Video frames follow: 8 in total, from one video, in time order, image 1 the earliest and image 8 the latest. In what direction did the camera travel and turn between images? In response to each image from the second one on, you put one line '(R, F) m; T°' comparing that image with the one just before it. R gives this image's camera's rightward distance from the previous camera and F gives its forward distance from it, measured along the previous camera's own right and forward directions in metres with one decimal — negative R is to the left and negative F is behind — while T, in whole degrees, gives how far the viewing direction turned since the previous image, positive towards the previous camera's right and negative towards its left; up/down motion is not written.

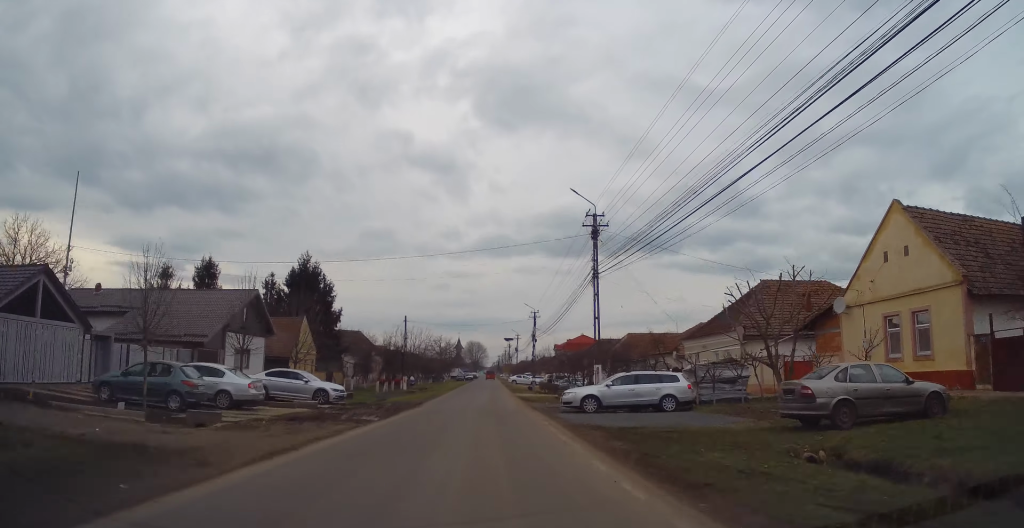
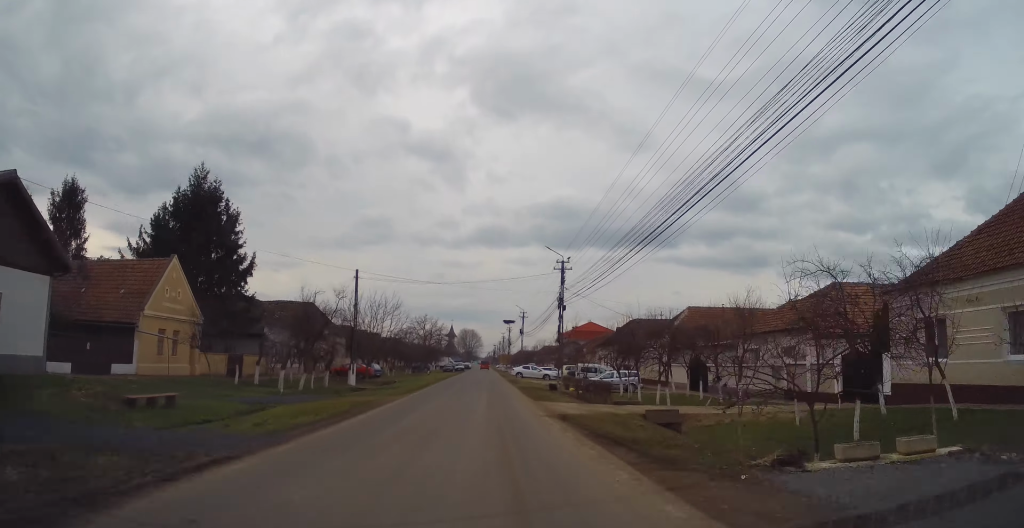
(0.0, +25.4) m; 0°
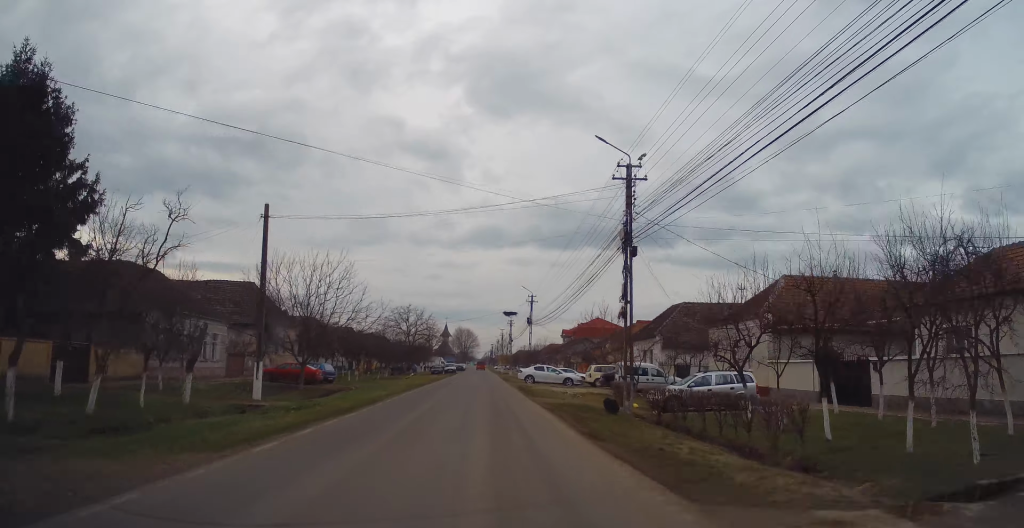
(-0.2, +18.6) m; 0°
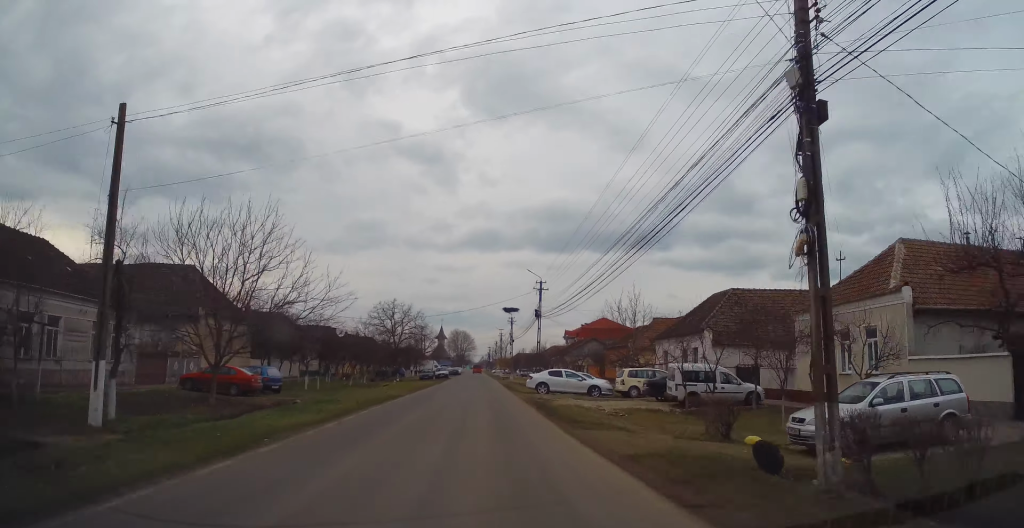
(-0.1, +11.6) m; 0°
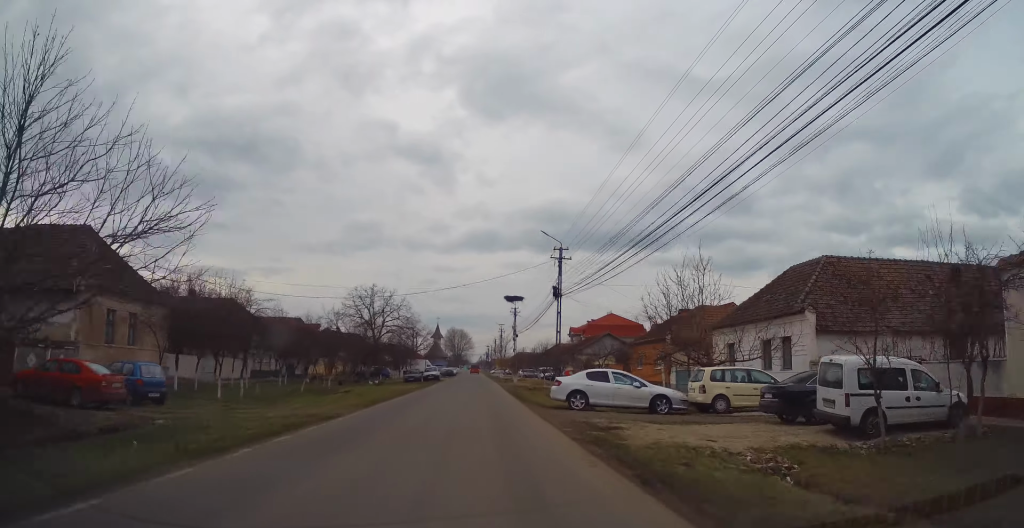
(+0.3, +12.9) m; +1°
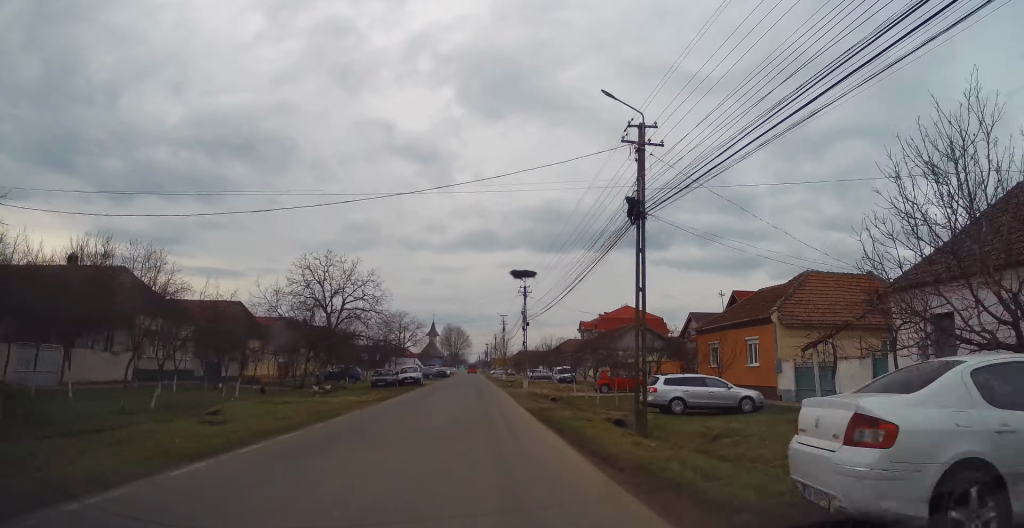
(0.0, +17.6) m; -1°
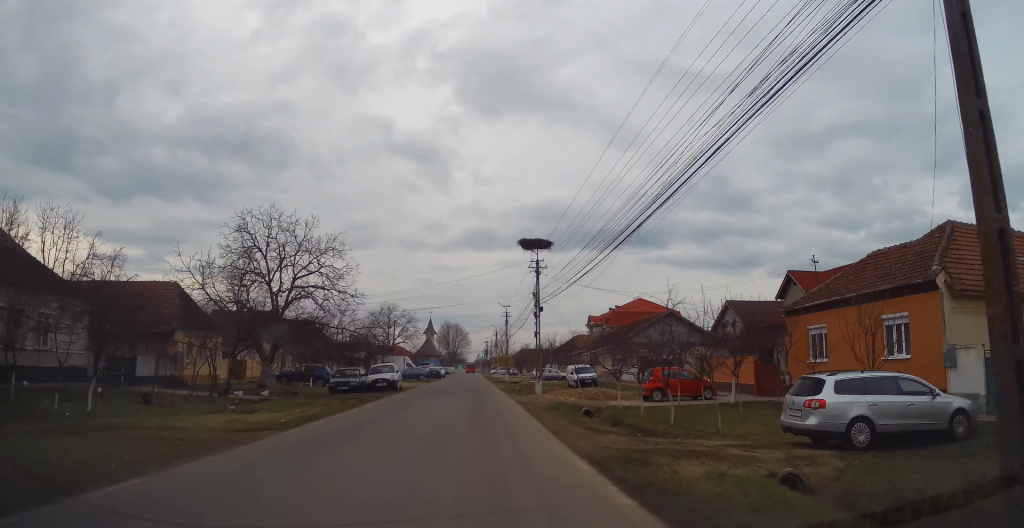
(-0.2, +11.8) m; 0°
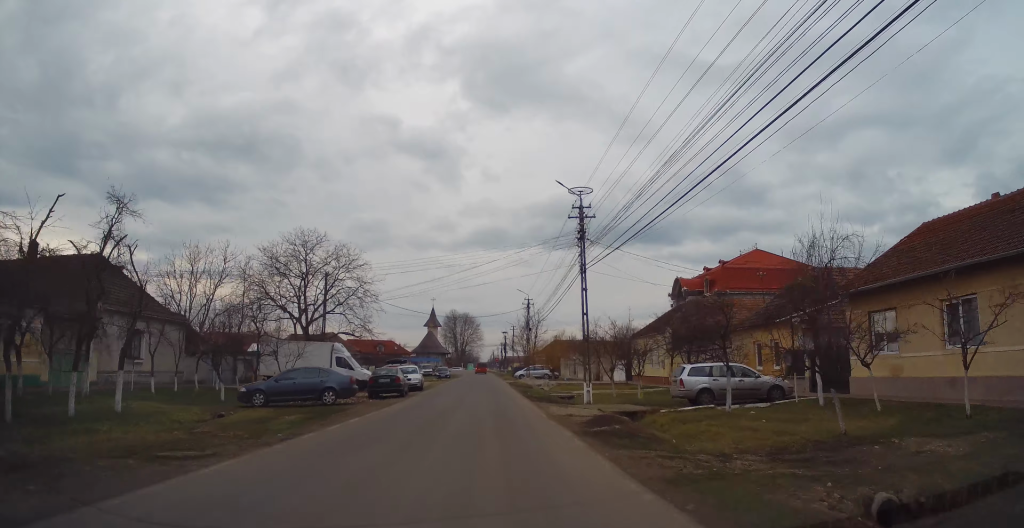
(+0.7, +49.0) m; 0°
